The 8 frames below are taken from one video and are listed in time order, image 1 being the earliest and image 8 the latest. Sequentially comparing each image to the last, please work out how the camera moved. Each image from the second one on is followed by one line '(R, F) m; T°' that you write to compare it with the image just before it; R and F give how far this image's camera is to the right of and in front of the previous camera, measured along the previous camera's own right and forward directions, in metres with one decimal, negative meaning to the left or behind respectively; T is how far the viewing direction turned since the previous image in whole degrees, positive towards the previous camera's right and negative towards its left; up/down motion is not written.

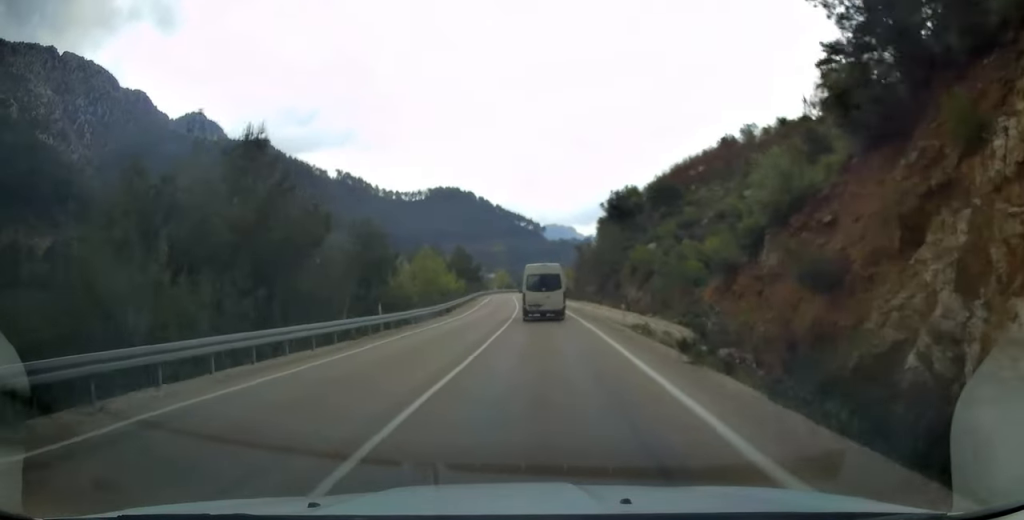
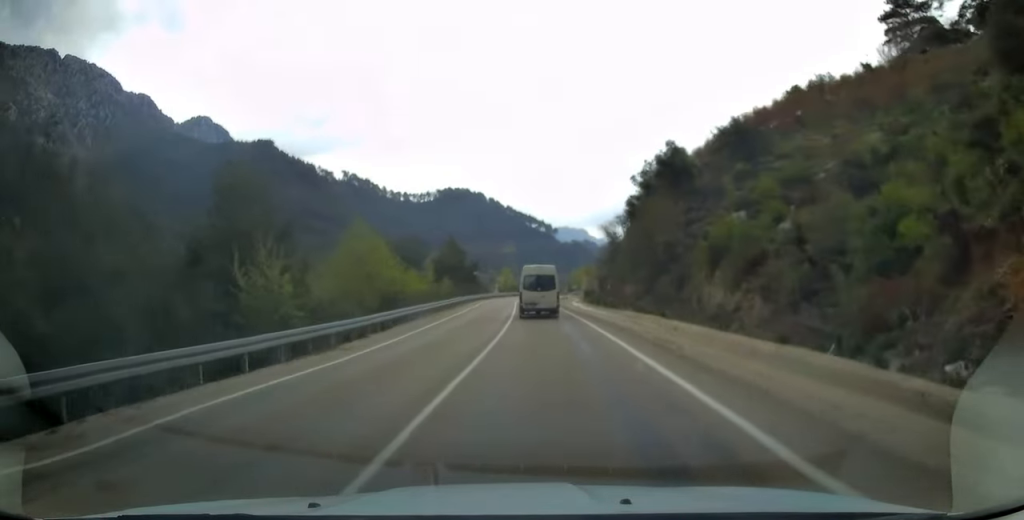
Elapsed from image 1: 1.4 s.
(-0.4, +25.1) m; -1°
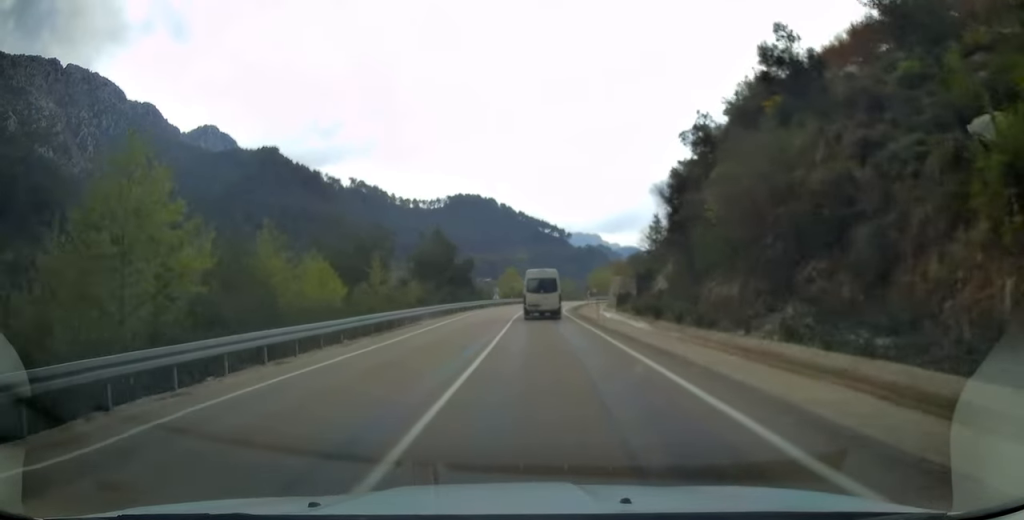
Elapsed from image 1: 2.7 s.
(0.0, +23.1) m; -1°
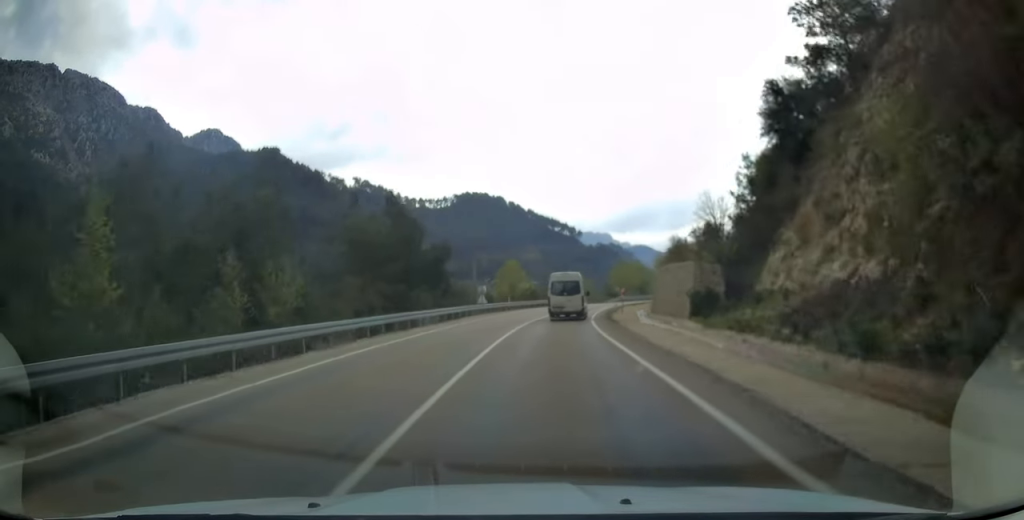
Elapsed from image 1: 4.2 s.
(-0.4, +25.6) m; -1°
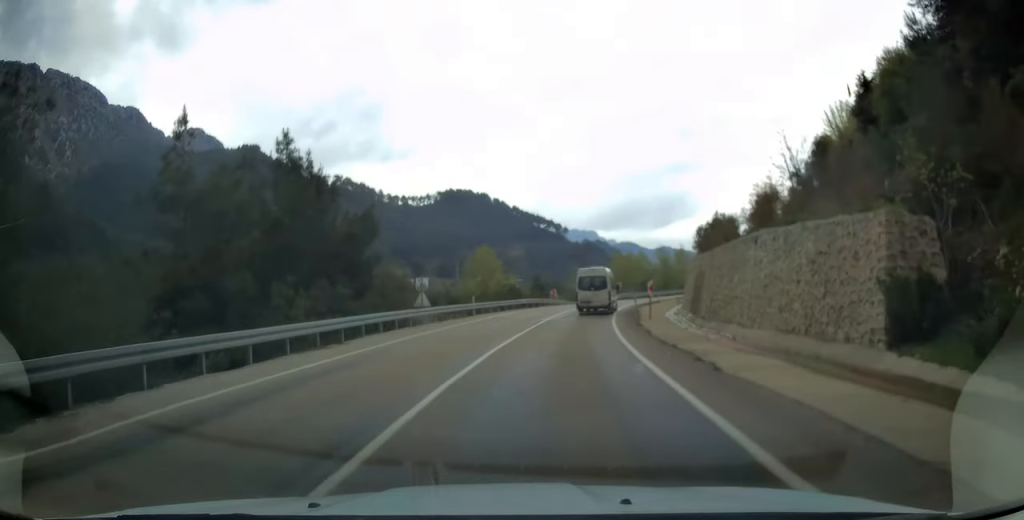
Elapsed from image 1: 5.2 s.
(+0.1, +19.1) m; +2°
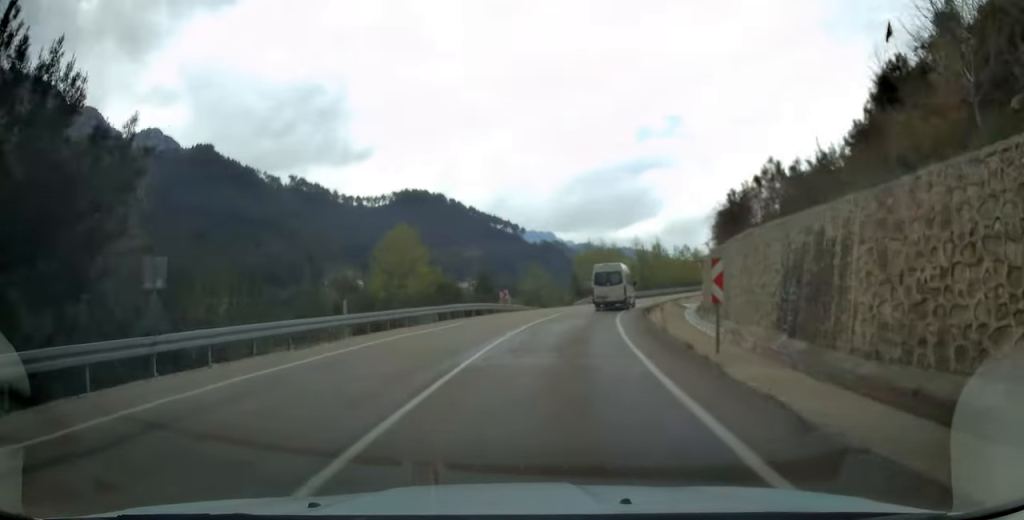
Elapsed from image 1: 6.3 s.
(+0.5, +18.4) m; +4°
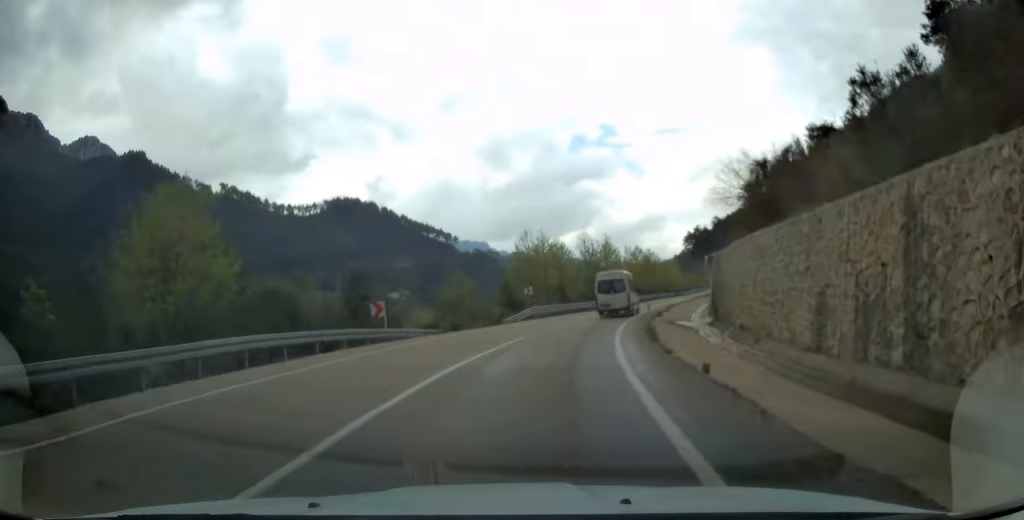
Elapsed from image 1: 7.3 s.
(+0.7, +19.1) m; +6°
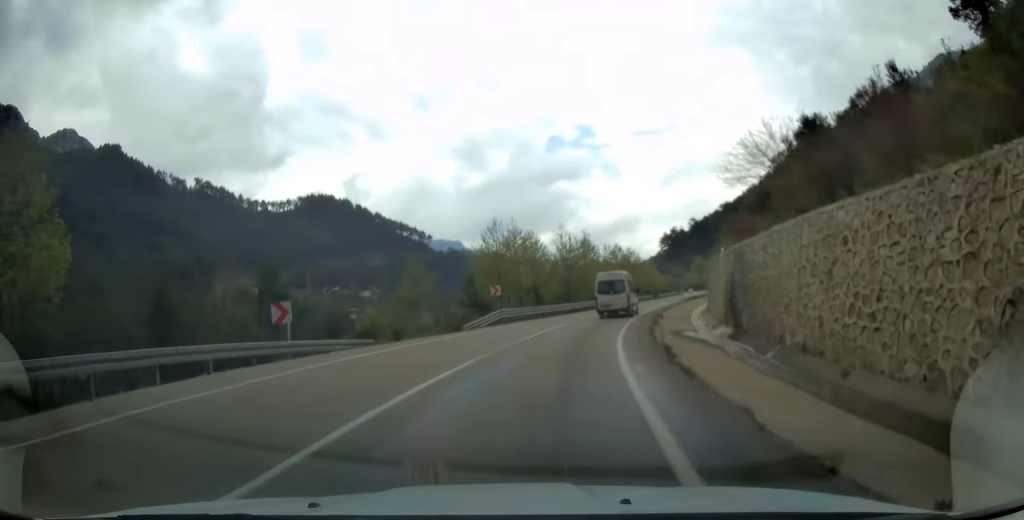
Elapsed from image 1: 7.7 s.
(0.0, +7.1) m; +3°
